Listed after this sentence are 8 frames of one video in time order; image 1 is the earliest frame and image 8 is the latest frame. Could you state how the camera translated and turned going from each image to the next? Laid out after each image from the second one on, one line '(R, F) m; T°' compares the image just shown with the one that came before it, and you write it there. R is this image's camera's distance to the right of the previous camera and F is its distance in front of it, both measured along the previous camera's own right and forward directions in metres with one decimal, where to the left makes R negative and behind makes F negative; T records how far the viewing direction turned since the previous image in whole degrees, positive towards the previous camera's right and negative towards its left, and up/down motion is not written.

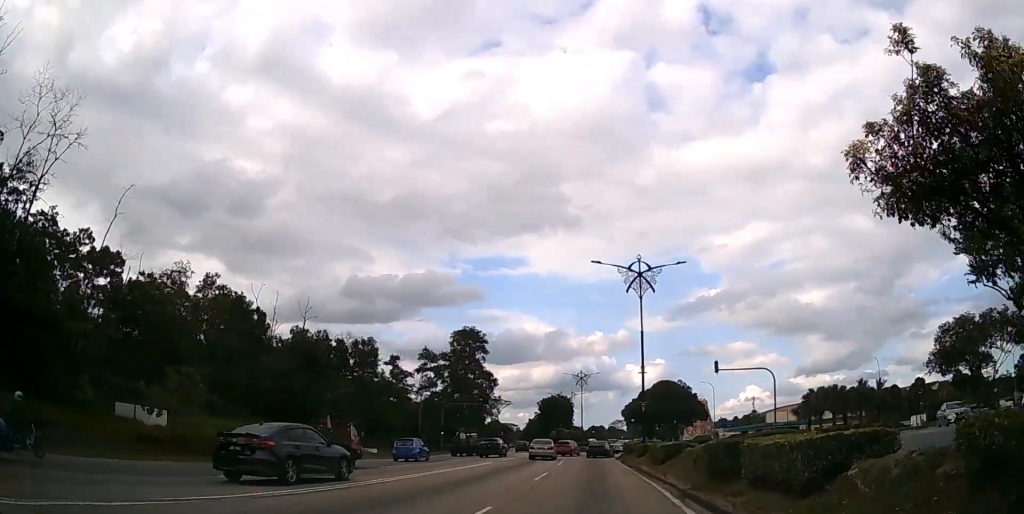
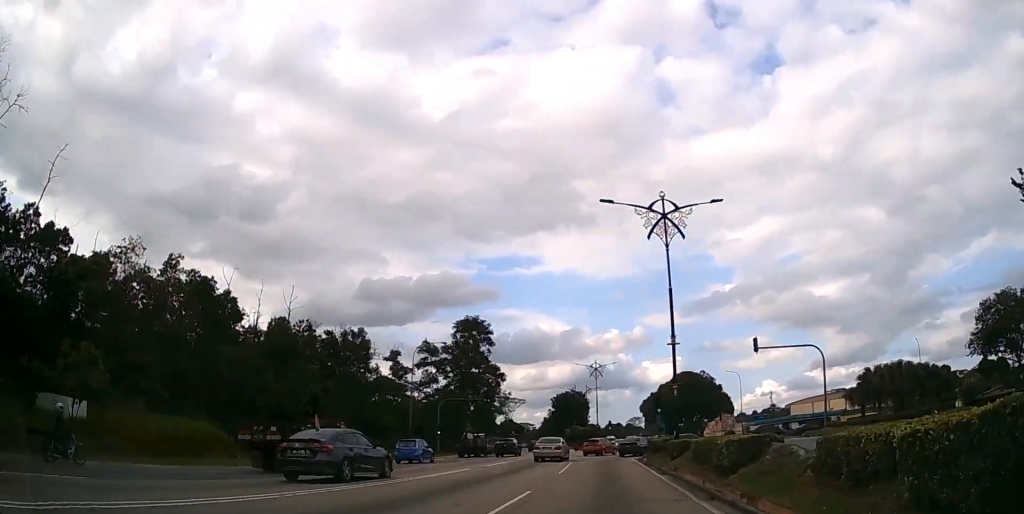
(-0.2, +8.8) m; -1°
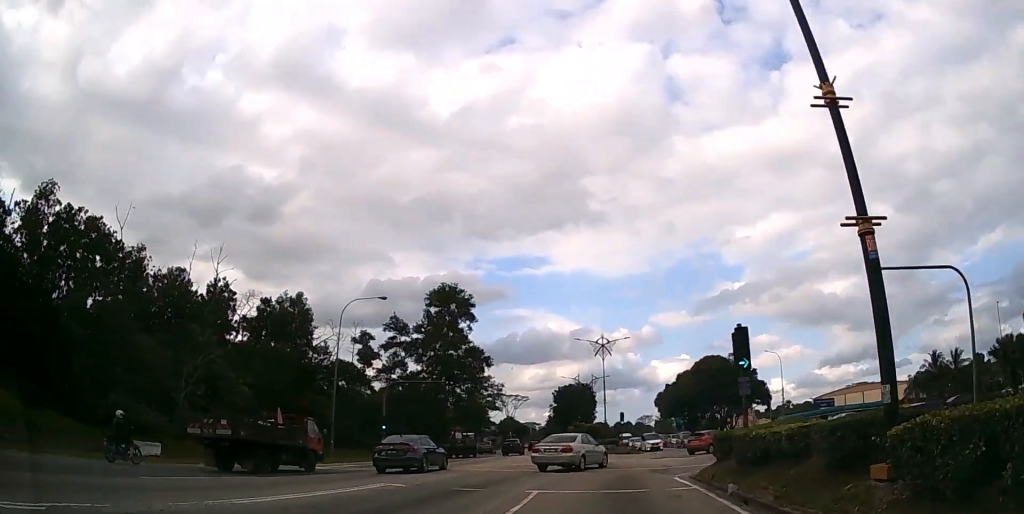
(-0.4, +19.9) m; -1°
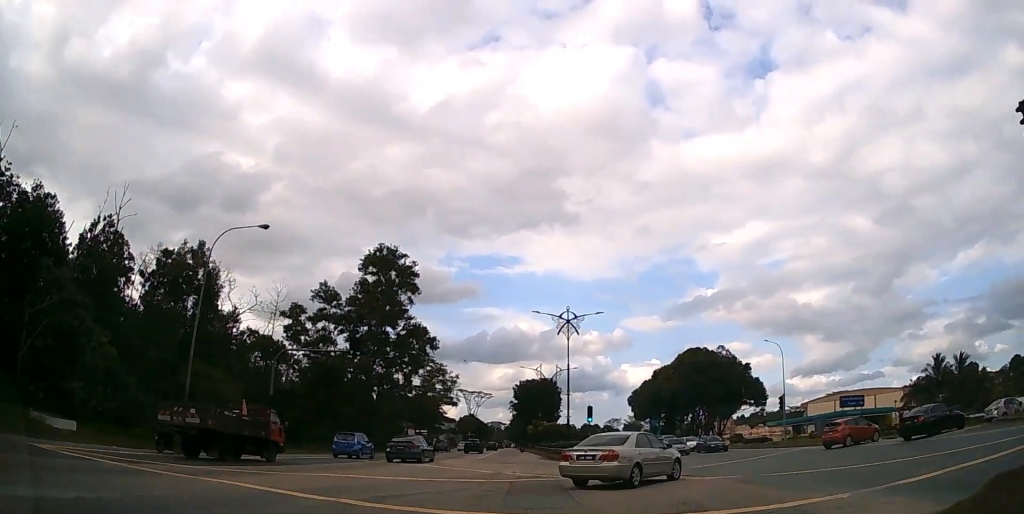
(+0.2, +14.2) m; +5°
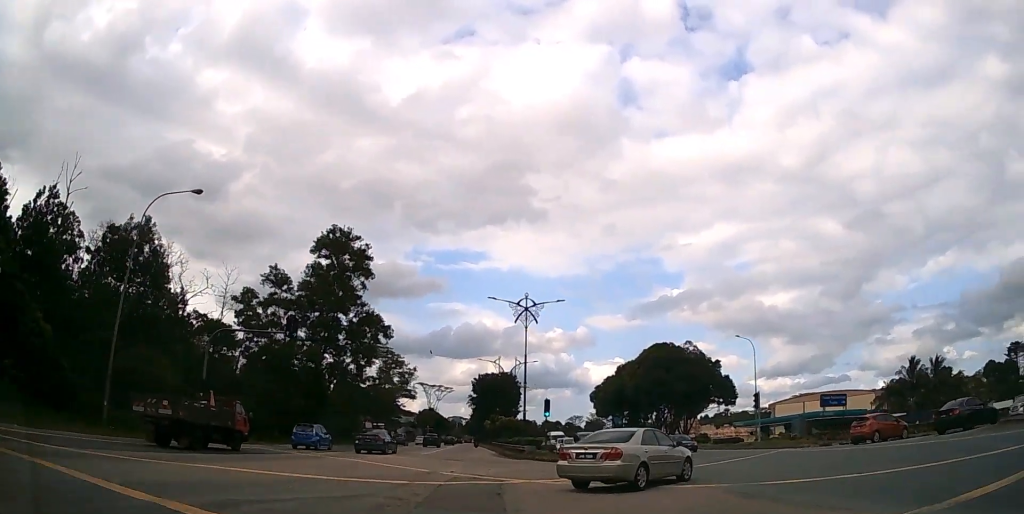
(0.0, +3.7) m; +4°
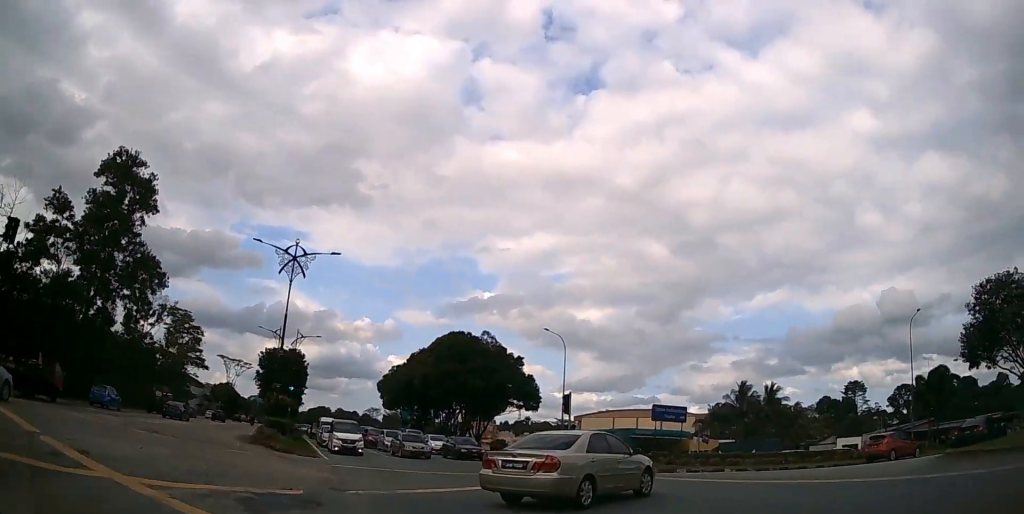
(+1.2, +9.7) m; +19°
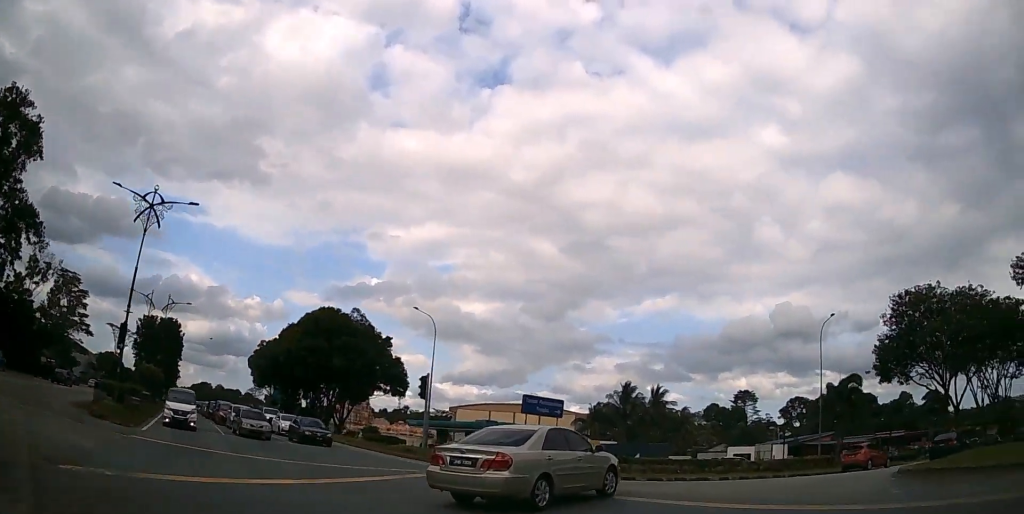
(+0.7, +4.5) m; +13°
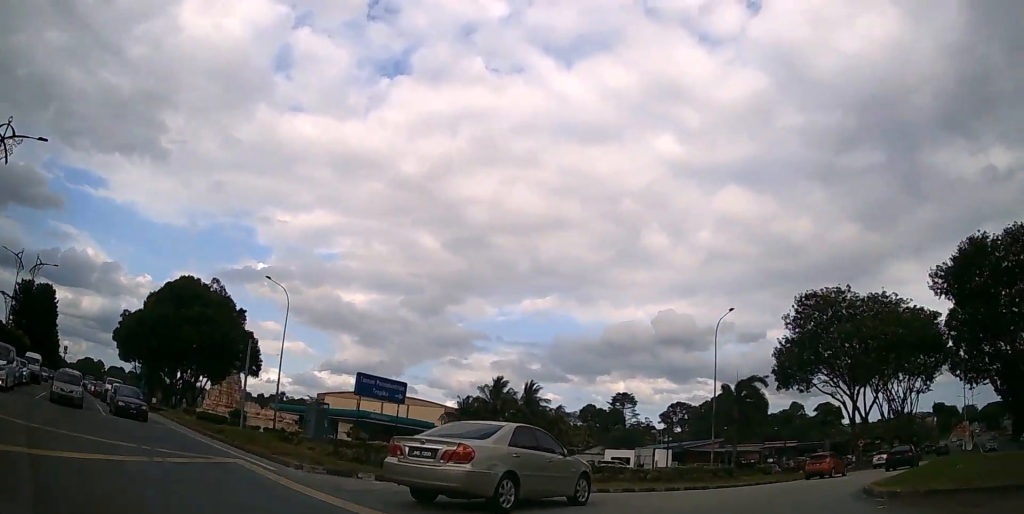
(+0.6, +5.0) m; +13°
